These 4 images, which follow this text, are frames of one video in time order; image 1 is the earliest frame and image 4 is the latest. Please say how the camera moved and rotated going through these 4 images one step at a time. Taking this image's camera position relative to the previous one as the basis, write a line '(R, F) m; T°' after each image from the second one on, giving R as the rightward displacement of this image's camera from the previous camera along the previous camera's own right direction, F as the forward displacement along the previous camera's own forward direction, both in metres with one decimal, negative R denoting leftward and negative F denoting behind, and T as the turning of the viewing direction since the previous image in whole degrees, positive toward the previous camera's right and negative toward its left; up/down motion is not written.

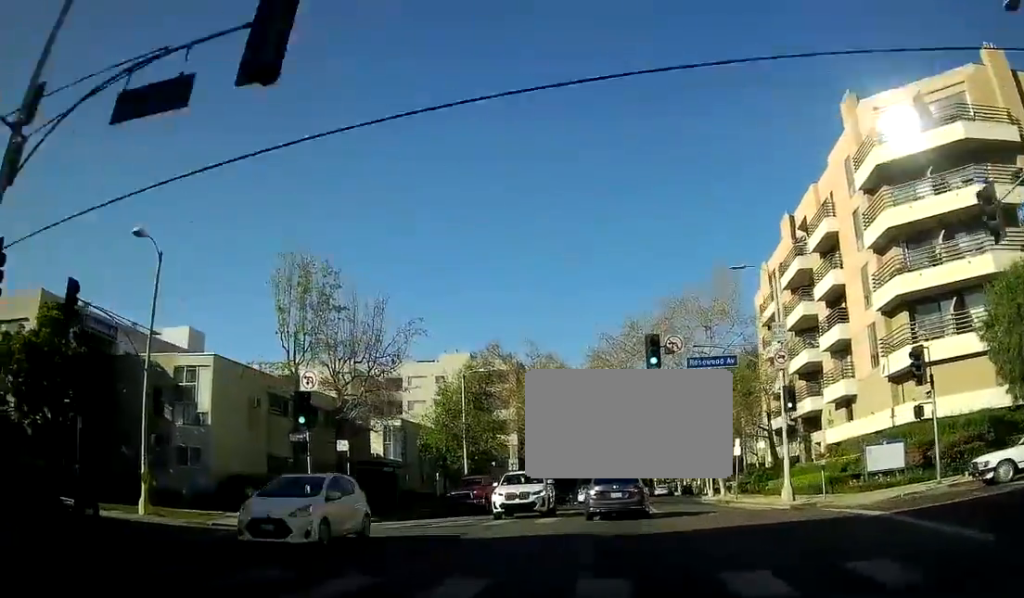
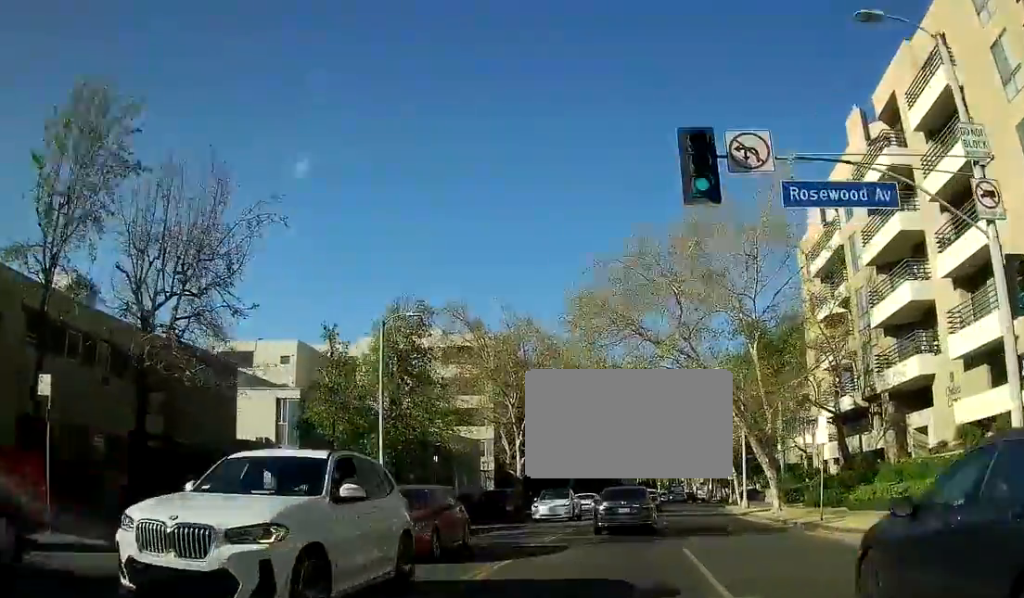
(0.0, +18.2) m; 0°
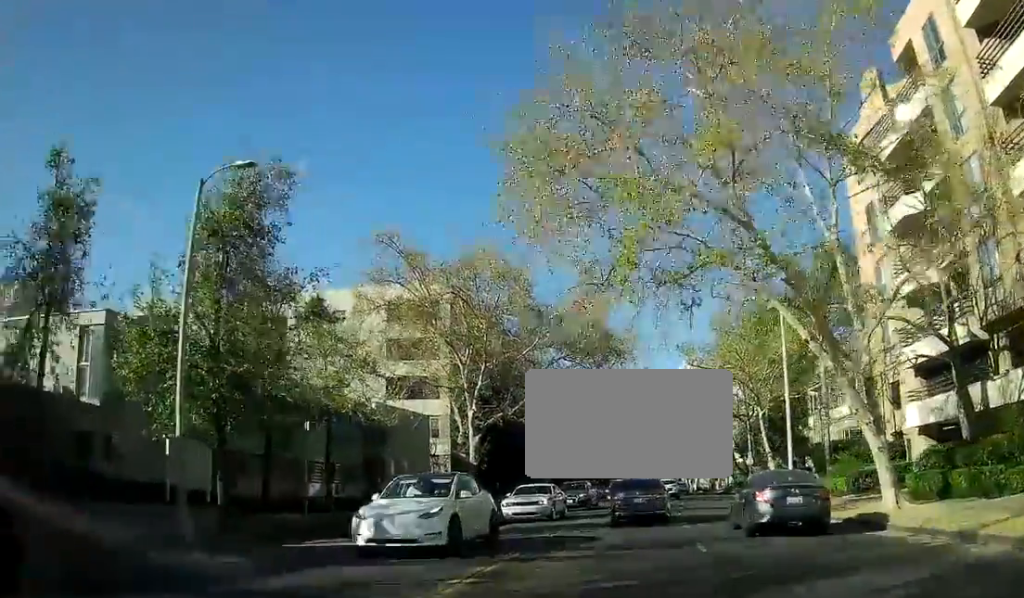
(0.0, +15.2) m; 0°
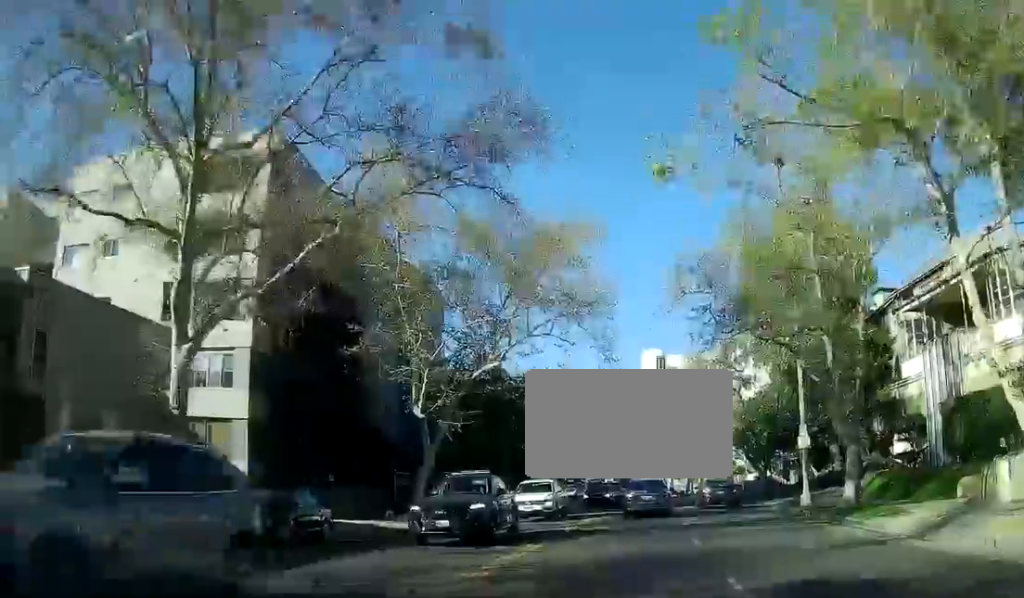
(0.0, +28.6) m; 0°
